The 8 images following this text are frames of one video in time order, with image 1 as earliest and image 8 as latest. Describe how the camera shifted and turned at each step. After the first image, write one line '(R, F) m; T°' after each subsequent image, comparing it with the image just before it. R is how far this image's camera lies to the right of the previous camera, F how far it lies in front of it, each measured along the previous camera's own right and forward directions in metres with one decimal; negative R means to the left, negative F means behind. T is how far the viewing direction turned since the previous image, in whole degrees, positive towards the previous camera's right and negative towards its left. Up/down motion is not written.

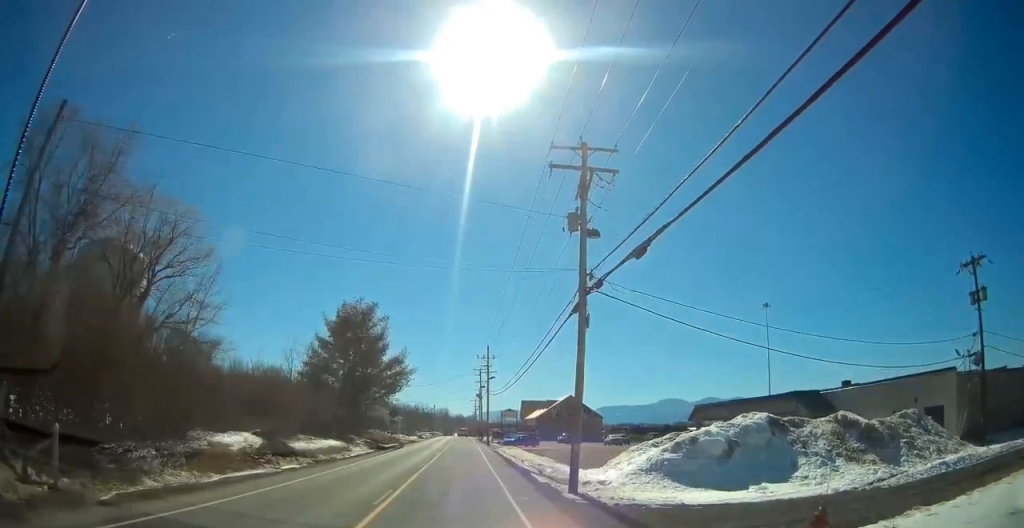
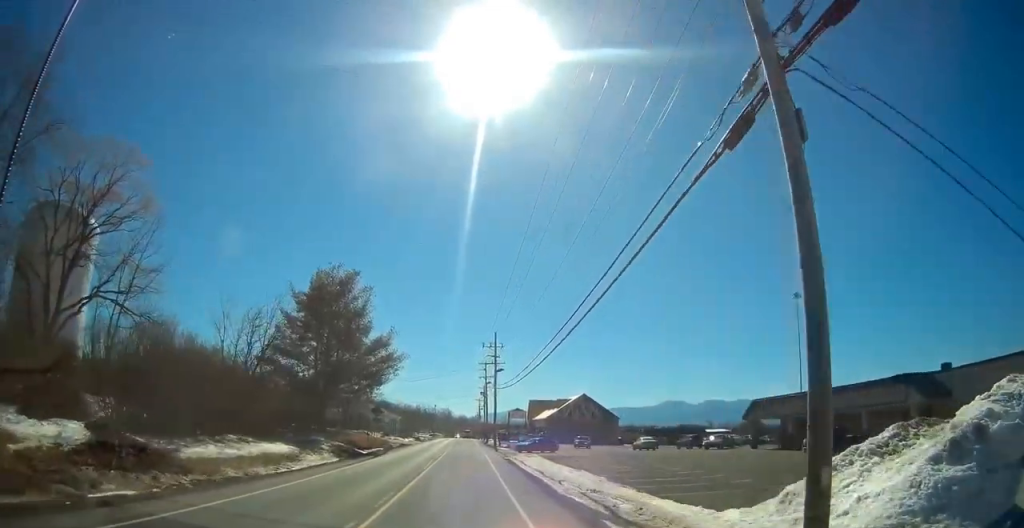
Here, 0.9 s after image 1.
(-0.2, +12.3) m; 0°
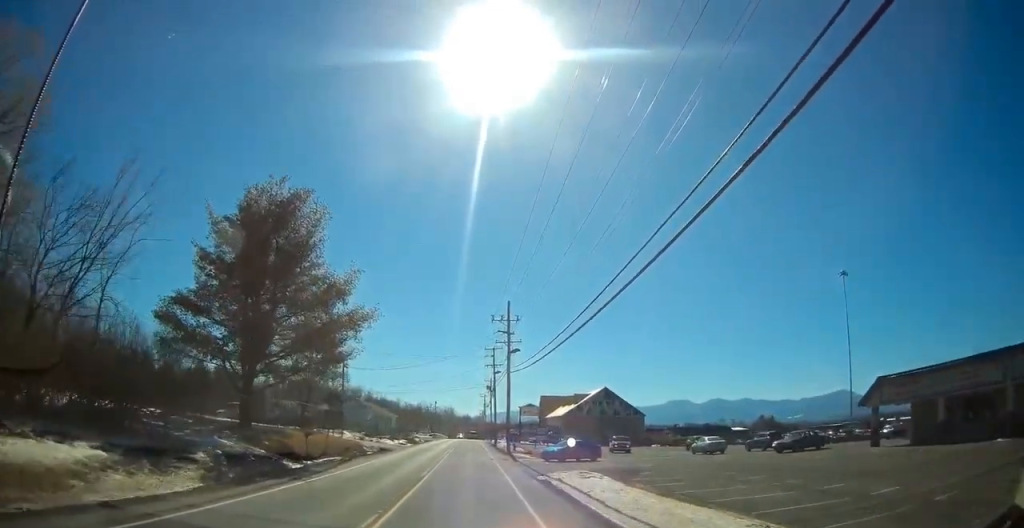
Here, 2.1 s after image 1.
(+0.1, +16.6) m; 0°
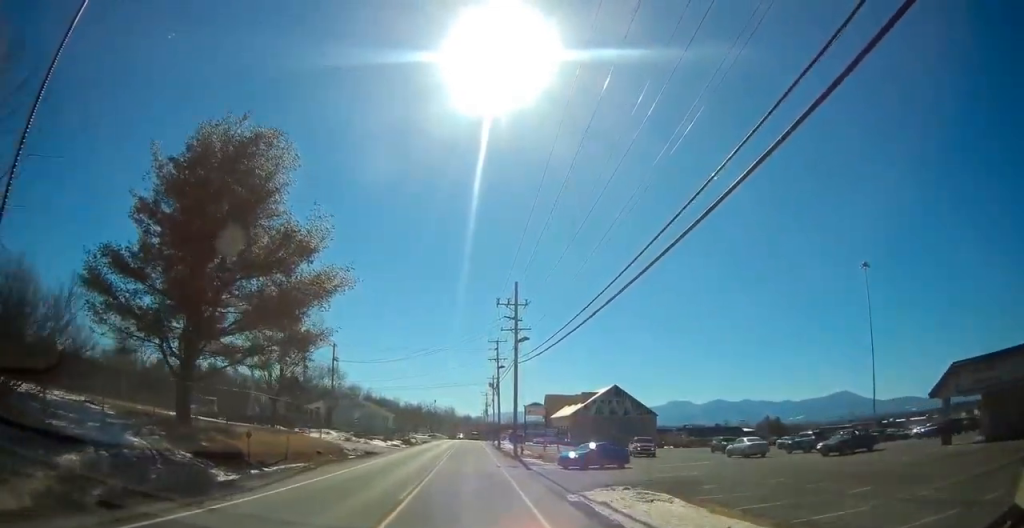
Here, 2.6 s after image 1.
(0.0, +7.0) m; 0°
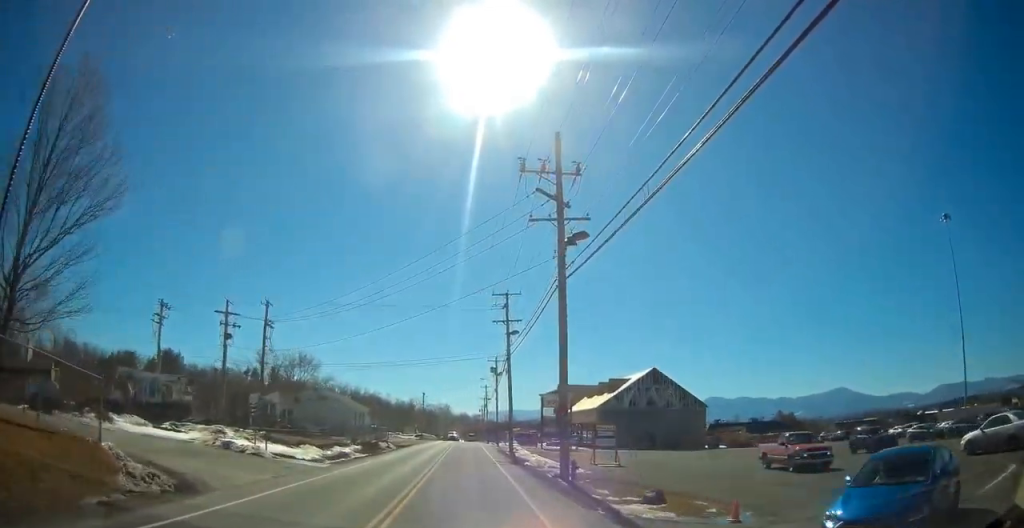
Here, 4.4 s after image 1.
(+0.1, +24.6) m; +2°
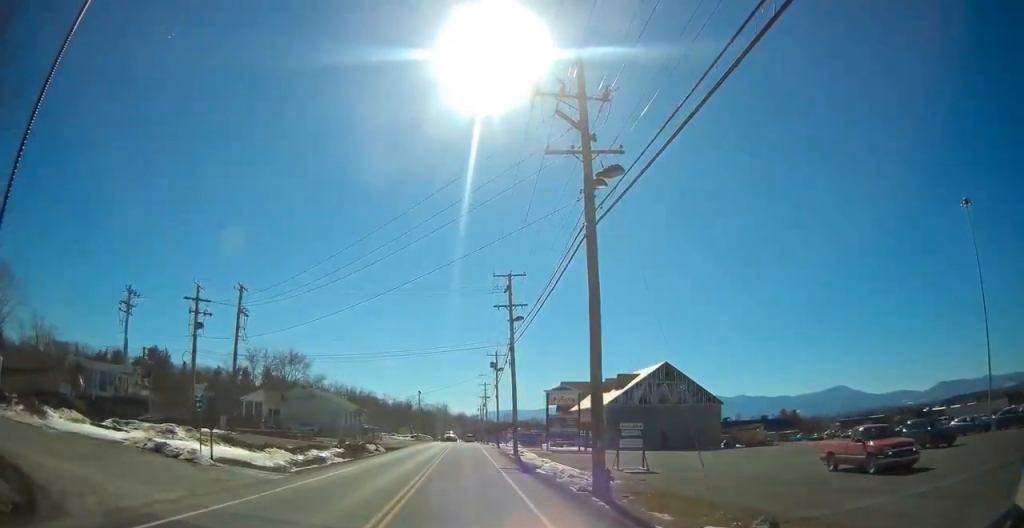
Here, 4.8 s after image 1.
(0.0, +5.8) m; 0°
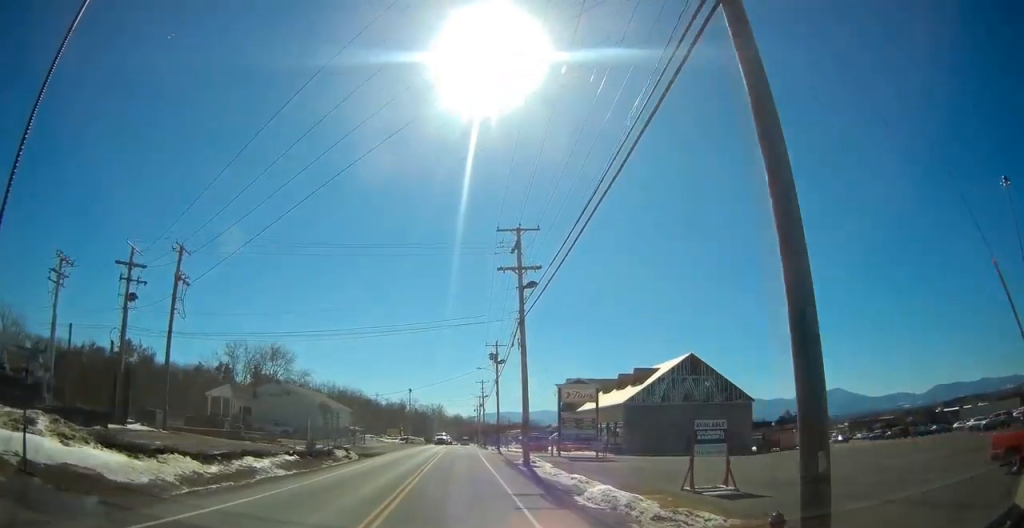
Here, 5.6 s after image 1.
(0.0, +10.3) m; 0°
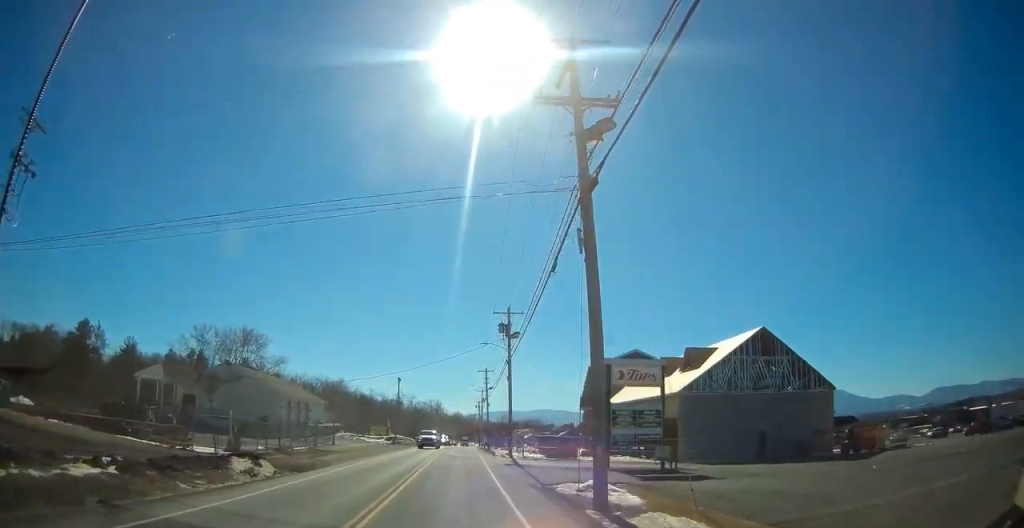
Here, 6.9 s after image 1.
(-0.3, +17.0) m; -1°
